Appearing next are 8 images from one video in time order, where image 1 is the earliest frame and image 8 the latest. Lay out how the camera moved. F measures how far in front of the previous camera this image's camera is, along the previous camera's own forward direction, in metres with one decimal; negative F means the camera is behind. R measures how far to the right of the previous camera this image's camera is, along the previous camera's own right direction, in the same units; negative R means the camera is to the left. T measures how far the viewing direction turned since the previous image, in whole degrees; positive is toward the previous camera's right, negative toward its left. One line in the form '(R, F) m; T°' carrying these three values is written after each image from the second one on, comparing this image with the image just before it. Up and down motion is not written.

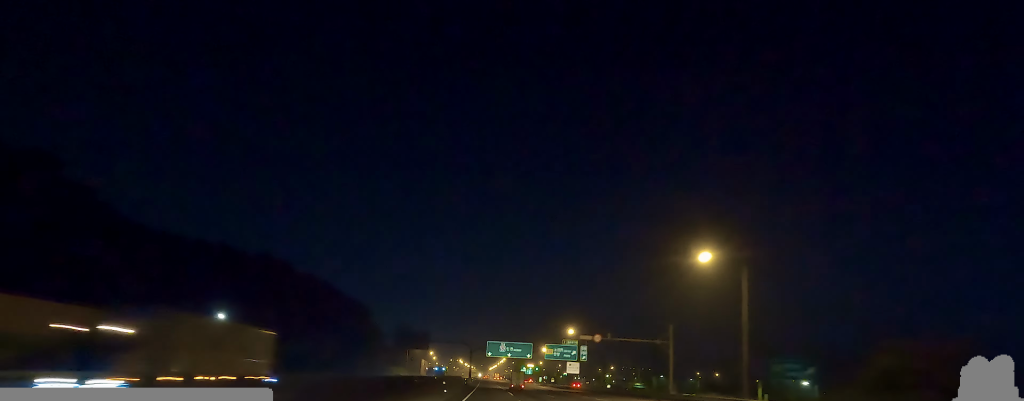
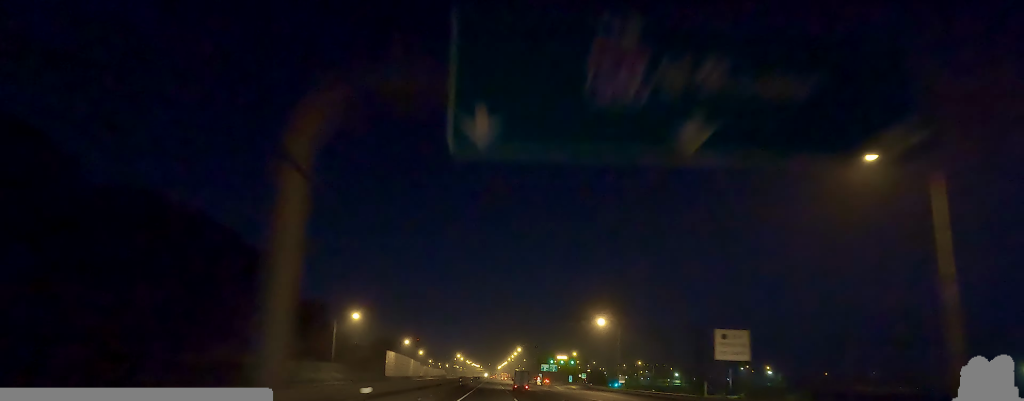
(+0.3, +89.4) m; +1°
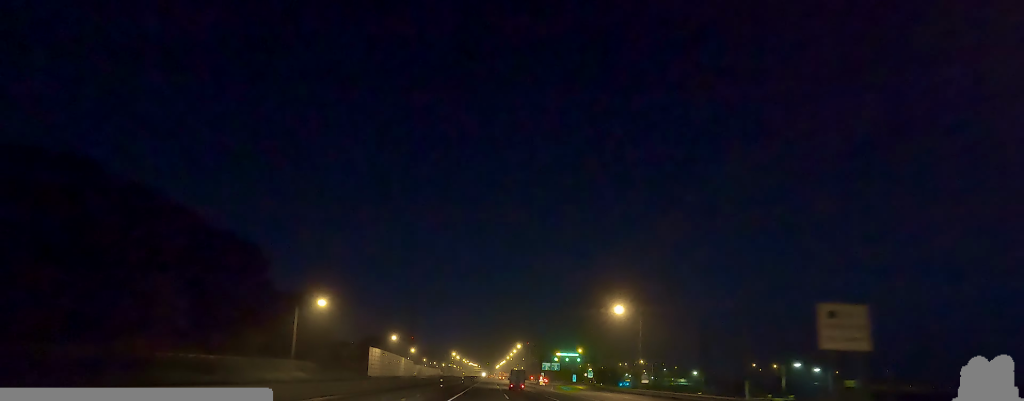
(+0.1, +16.2) m; -1°
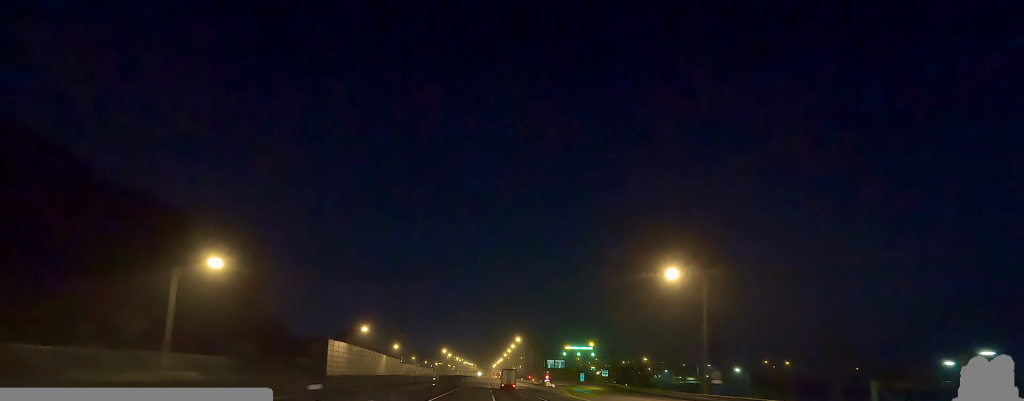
(-0.5, +26.7) m; -2°
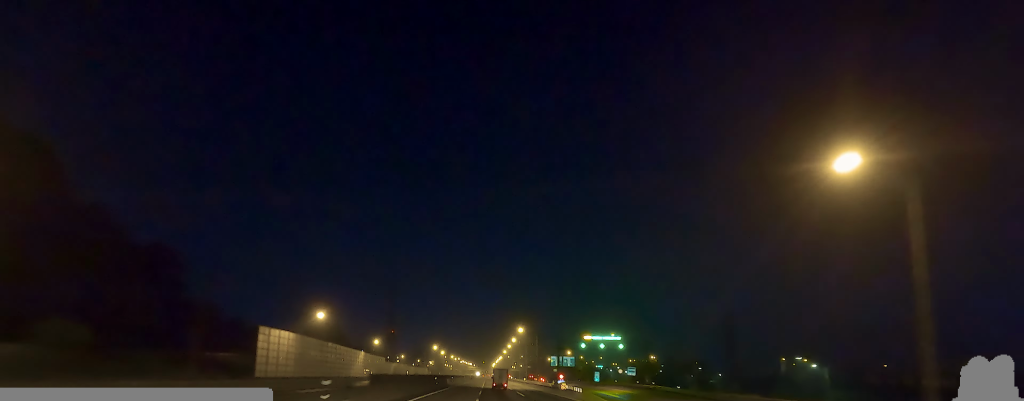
(-0.2, +27.3) m; +1°
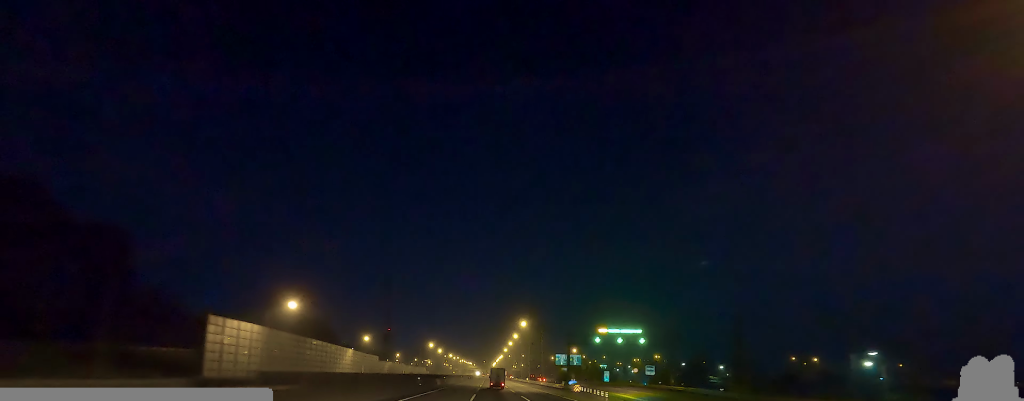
(+0.3, +12.3) m; +1°
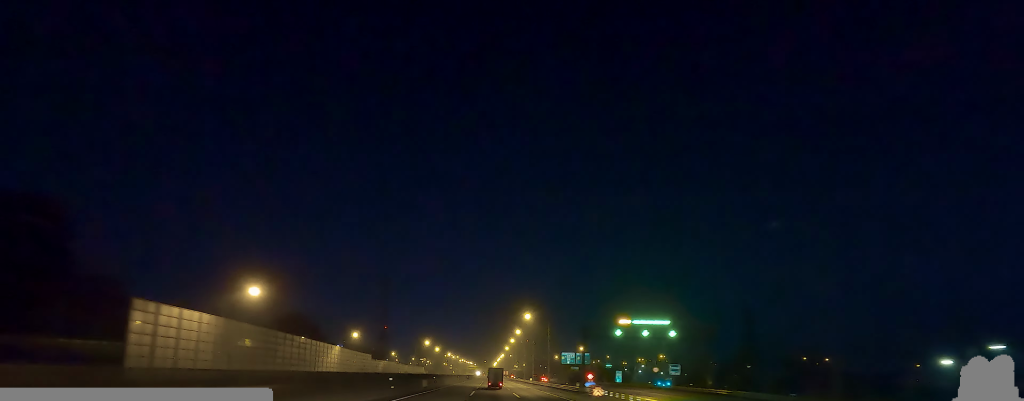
(+0.1, +12.3) m; -1°
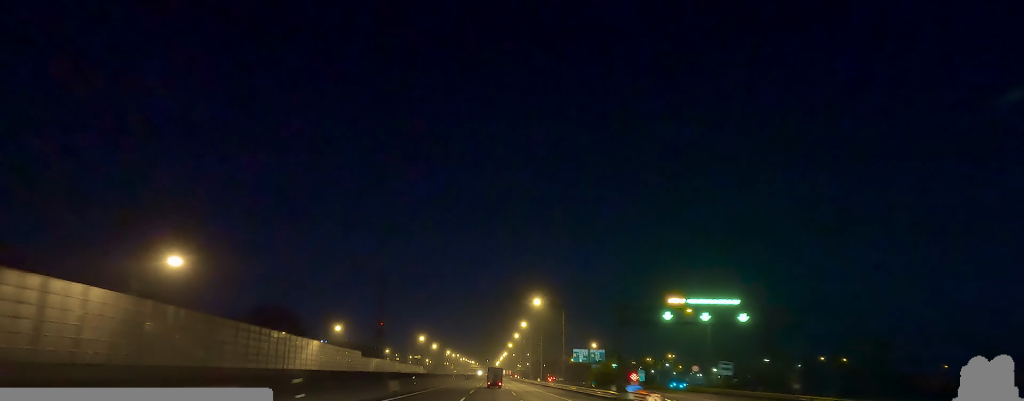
(+0.3, +16.6) m; -2°
